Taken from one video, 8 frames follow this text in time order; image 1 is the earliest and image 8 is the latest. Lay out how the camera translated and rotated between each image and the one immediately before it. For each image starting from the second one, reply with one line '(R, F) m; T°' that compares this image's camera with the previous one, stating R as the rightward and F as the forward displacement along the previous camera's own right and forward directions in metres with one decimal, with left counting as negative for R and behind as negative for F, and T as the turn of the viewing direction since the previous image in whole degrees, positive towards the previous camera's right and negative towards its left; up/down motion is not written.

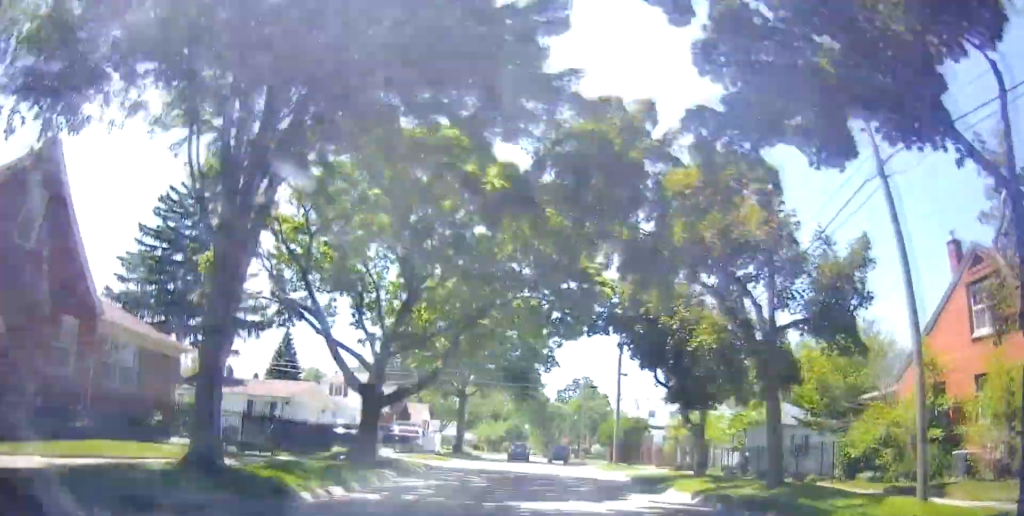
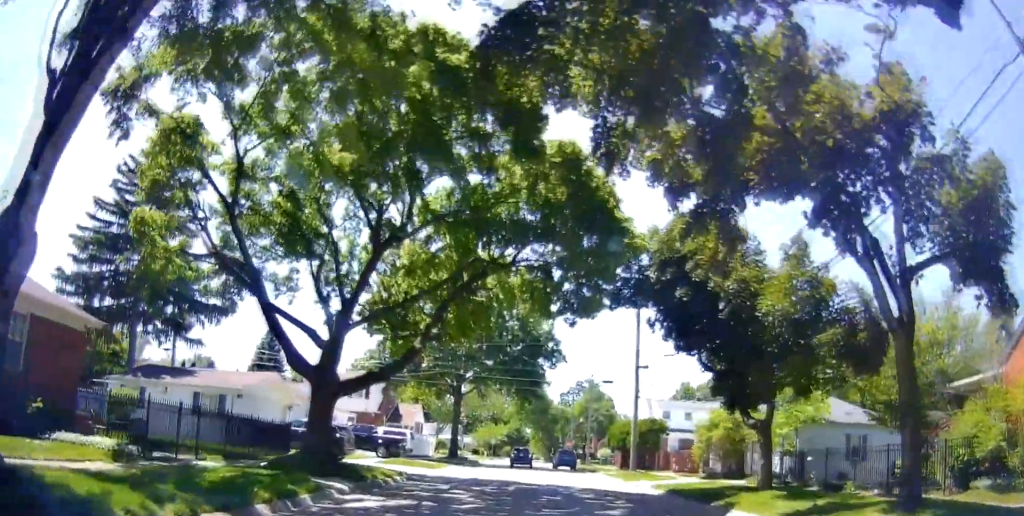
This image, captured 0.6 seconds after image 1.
(-0.1, +5.5) m; -1°
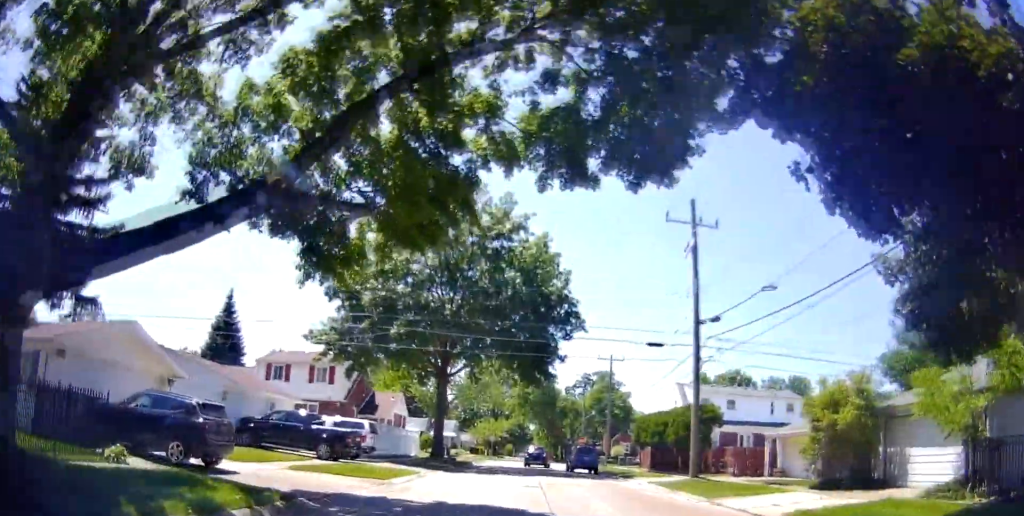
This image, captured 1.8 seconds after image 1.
(-0.1, +11.0) m; -1°
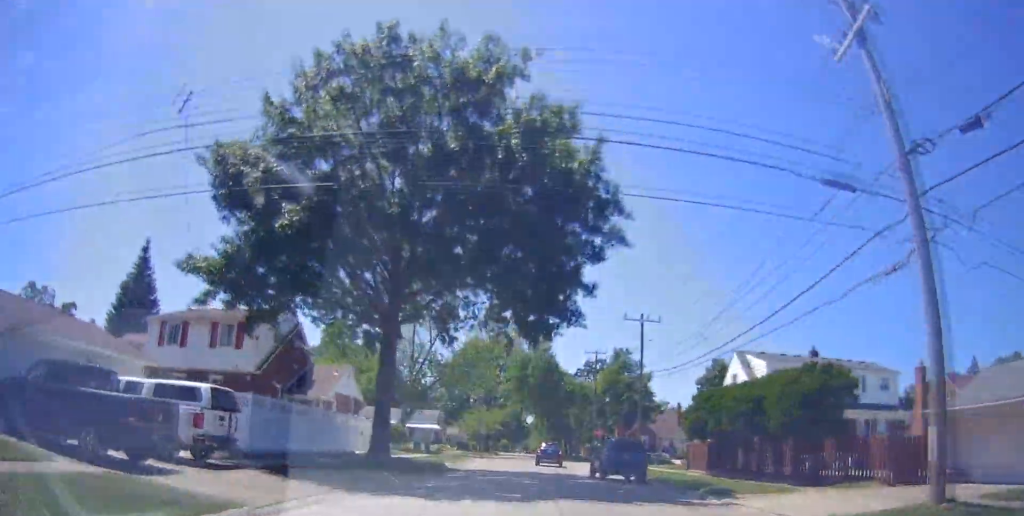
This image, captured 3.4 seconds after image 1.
(+0.1, +14.6) m; 0°
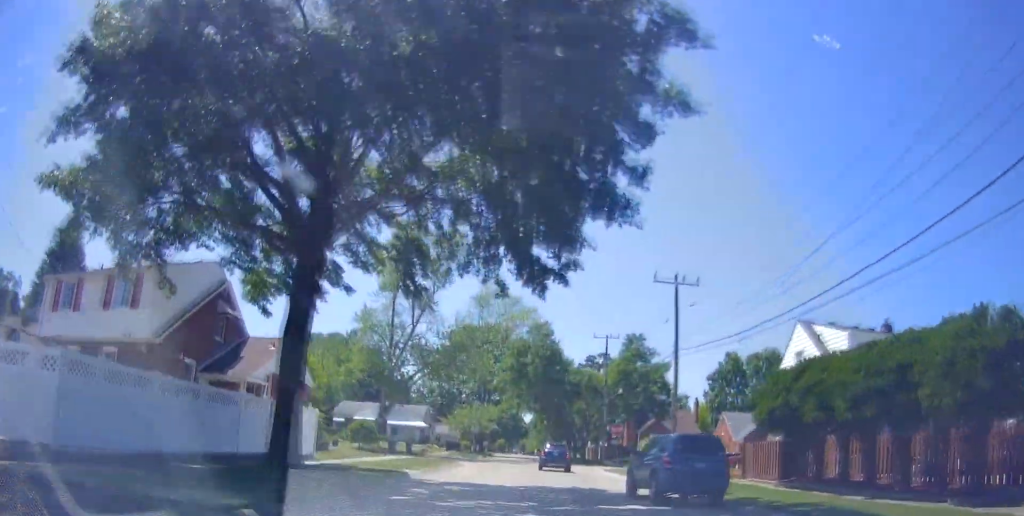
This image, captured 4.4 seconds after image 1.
(-0.1, +9.5) m; -2°
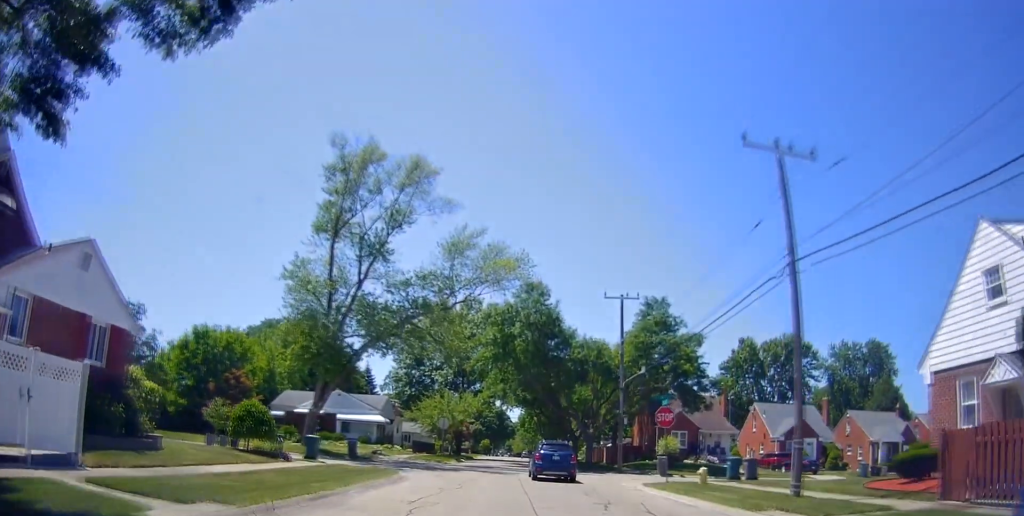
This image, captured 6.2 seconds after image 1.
(+0.2, +15.4) m; +4°
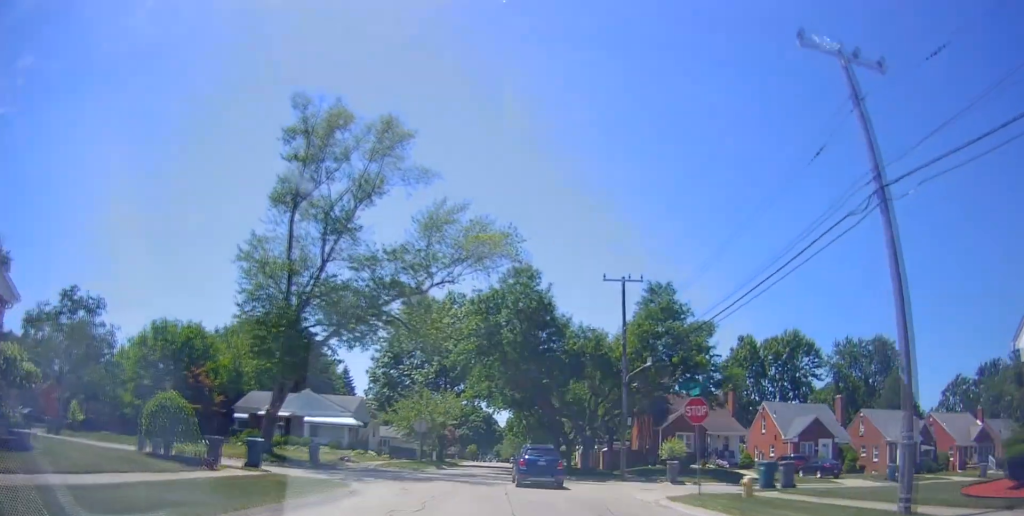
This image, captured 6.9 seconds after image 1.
(0.0, +6.0) m; 0°
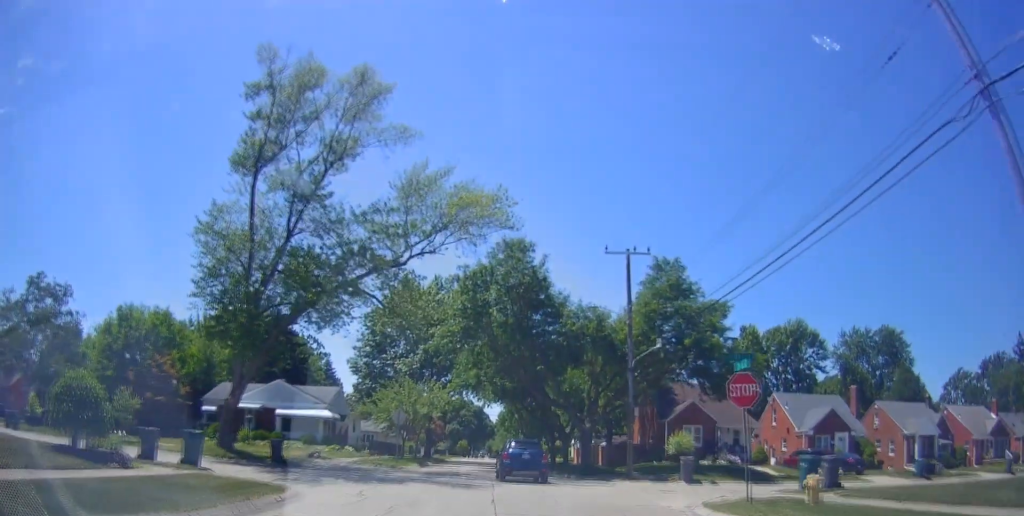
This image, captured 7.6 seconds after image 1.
(0.0, +4.5) m; +2°
